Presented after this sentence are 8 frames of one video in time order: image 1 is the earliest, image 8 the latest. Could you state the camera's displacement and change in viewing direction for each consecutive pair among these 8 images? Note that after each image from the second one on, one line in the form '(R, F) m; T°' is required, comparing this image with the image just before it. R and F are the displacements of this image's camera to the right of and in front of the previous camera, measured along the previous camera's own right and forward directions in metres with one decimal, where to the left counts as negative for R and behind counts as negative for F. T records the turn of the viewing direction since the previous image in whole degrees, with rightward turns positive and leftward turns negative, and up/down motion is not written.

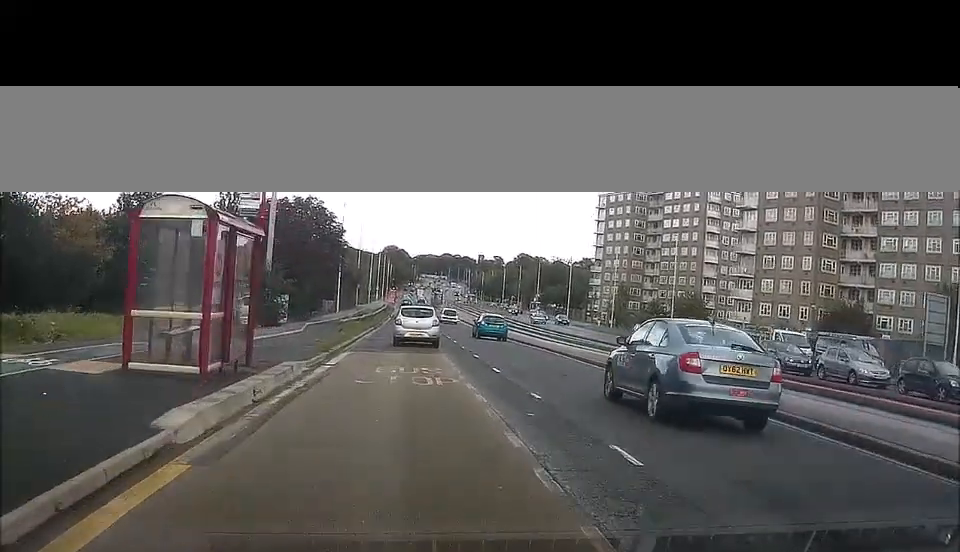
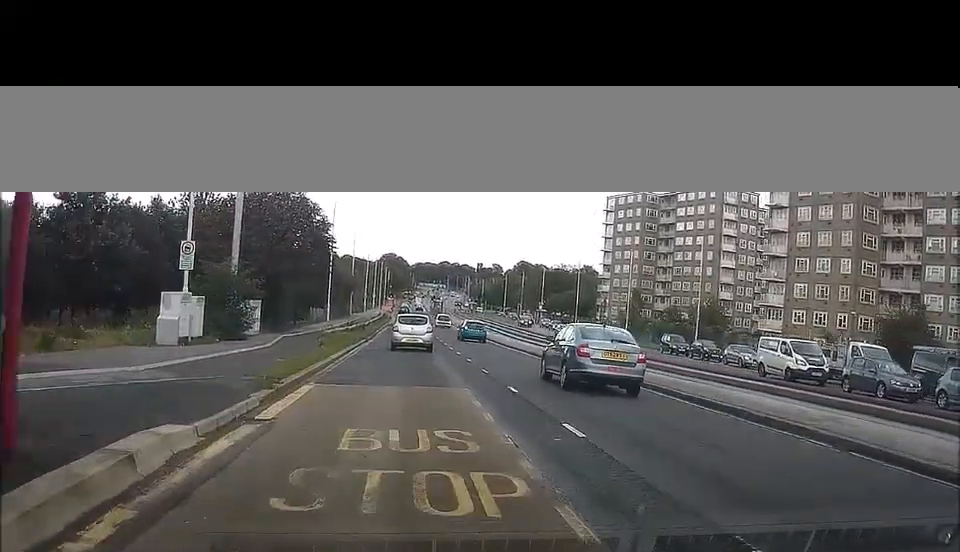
(+0.3, +8.7) m; +2°
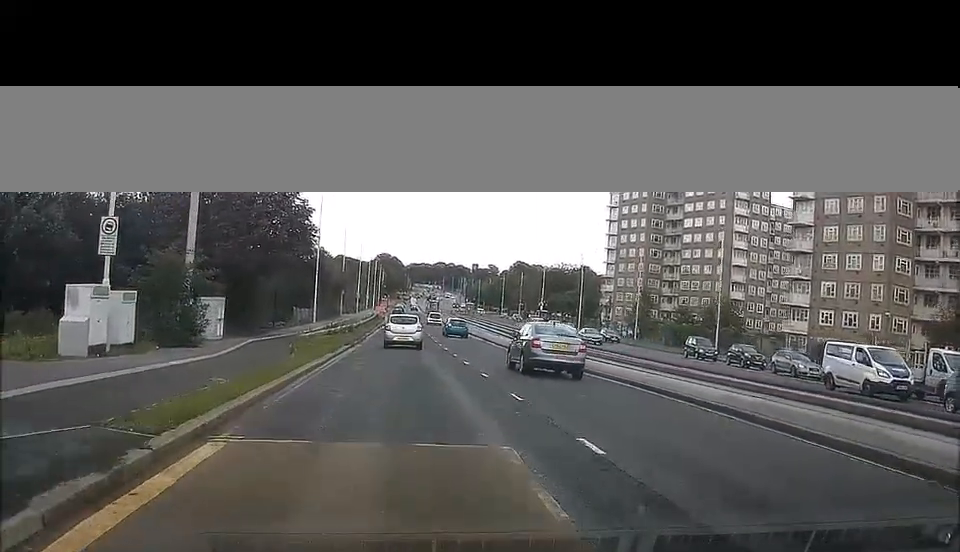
(0.0, +7.0) m; -2°
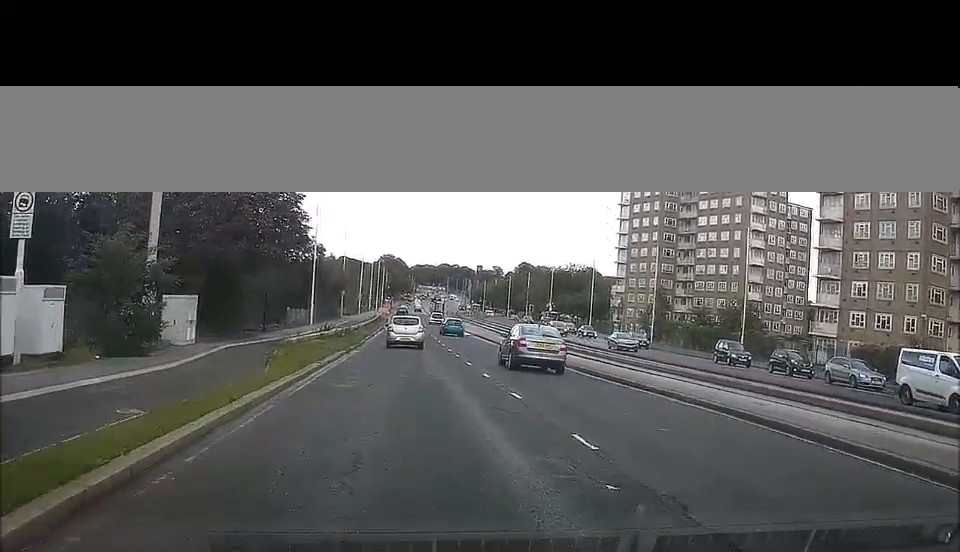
(-0.1, +5.1) m; -2°
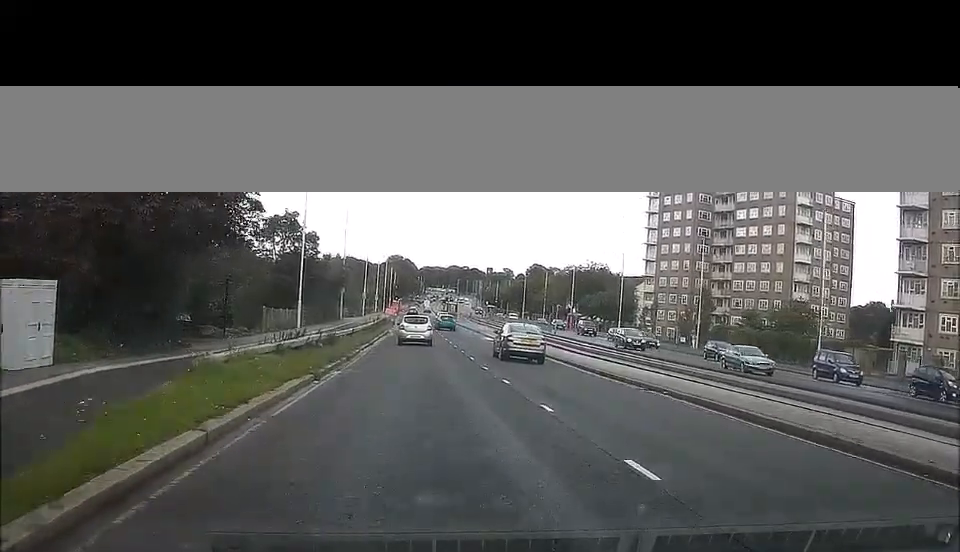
(-0.4, +12.4) m; -1°
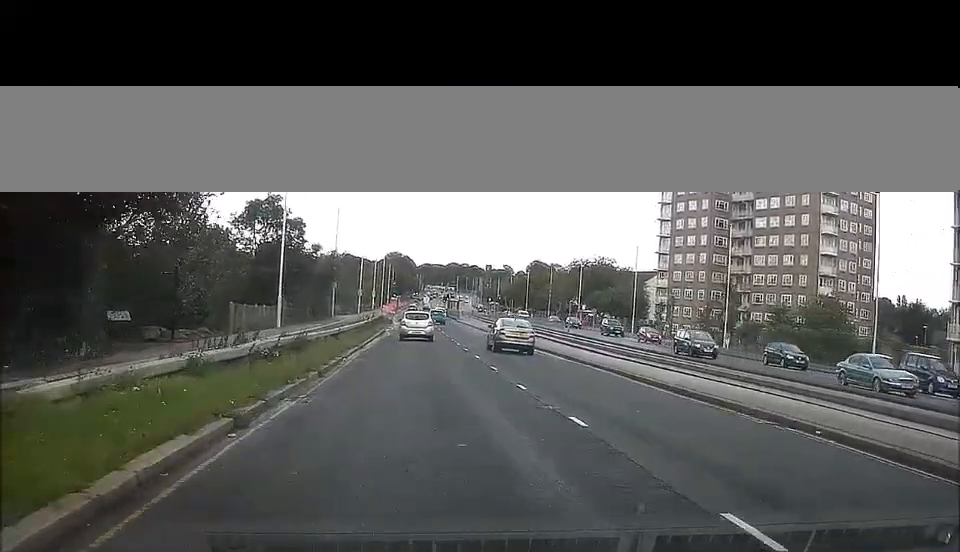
(+0.2, +7.8) m; 0°
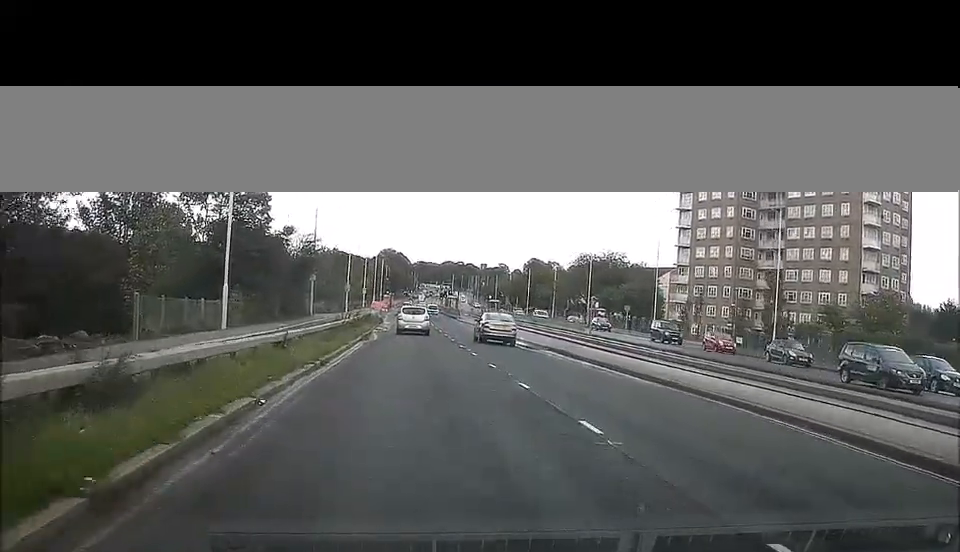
(-0.1, +12.0) m; 0°
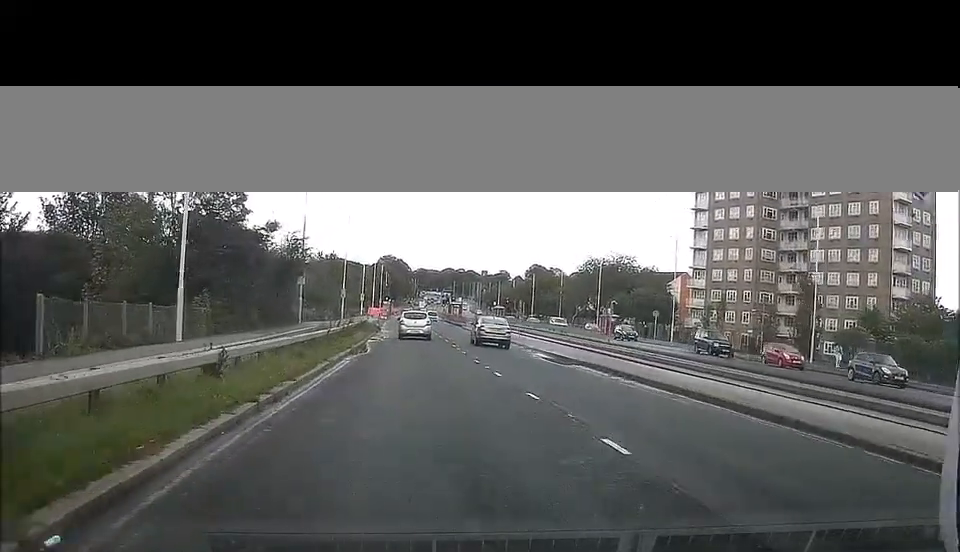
(0.0, +6.8) m; +1°
